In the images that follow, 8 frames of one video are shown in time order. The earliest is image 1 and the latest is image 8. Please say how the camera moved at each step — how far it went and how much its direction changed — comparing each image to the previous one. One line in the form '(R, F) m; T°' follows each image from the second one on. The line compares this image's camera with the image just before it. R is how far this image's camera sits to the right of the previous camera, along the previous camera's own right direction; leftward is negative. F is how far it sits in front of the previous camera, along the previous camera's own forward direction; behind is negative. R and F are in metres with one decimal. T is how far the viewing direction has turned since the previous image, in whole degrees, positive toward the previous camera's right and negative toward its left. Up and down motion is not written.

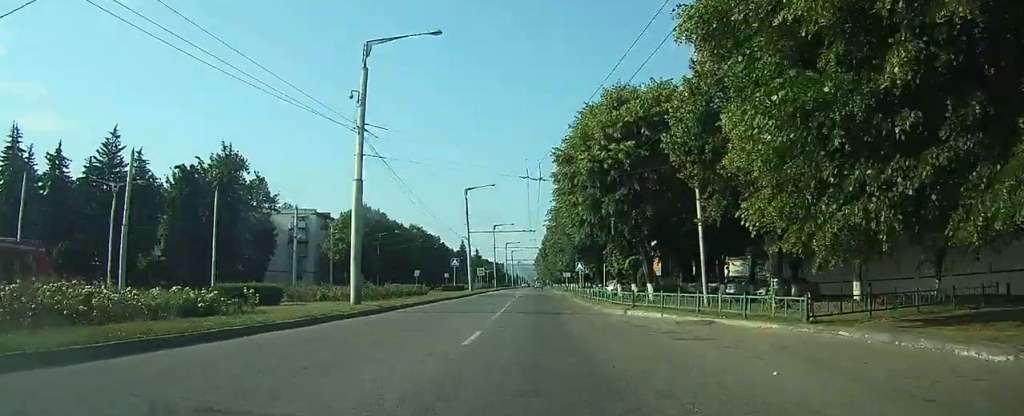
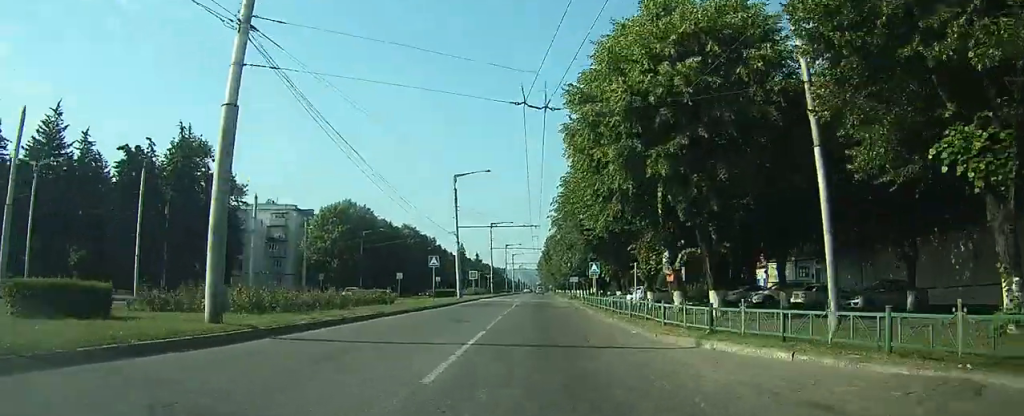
(+0.7, +7.2) m; -1°
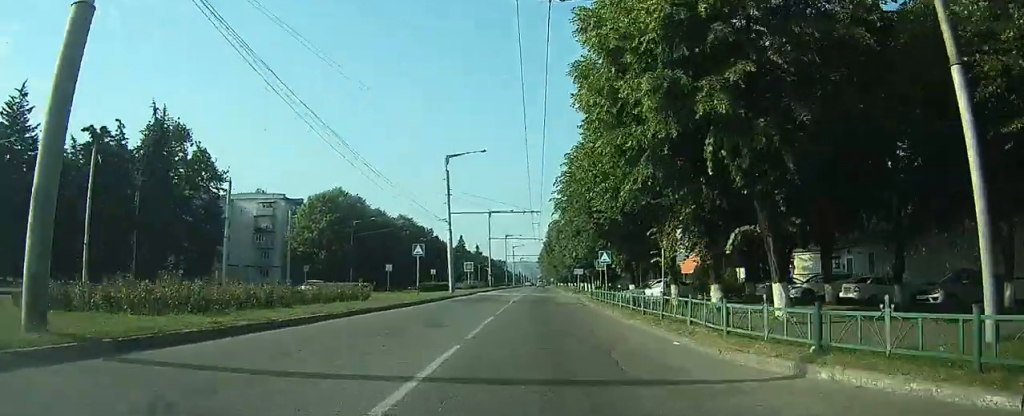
(-0.4, +5.2) m; -2°
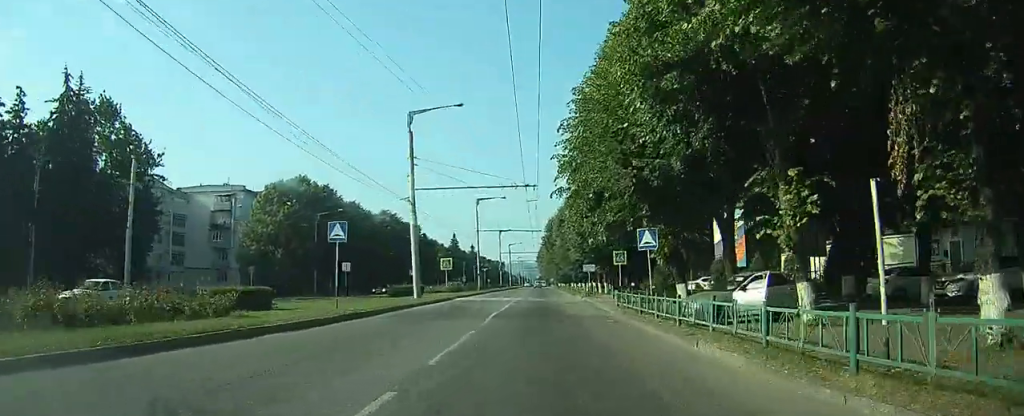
(-0.6, +15.1) m; -2°
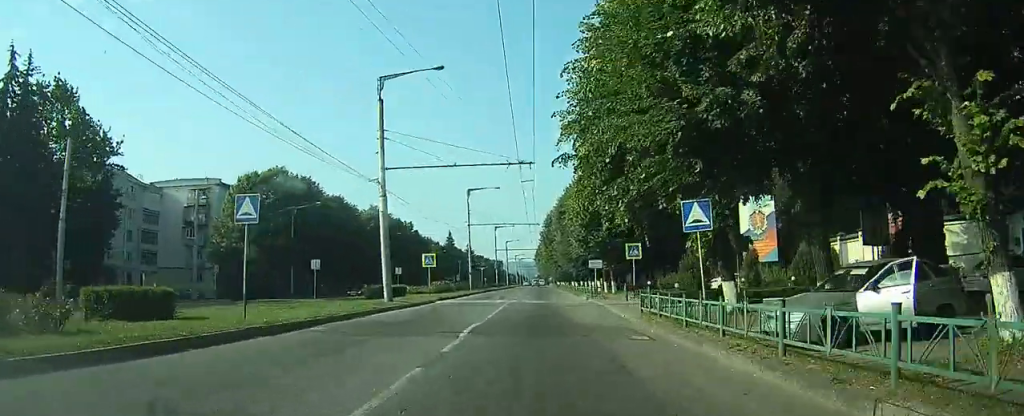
(0.0, +8.5) m; +1°
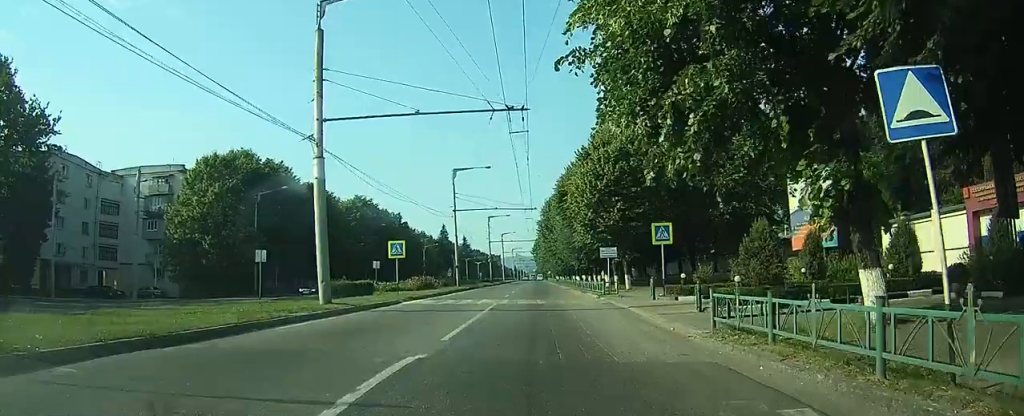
(+0.1, +12.0) m; +1°
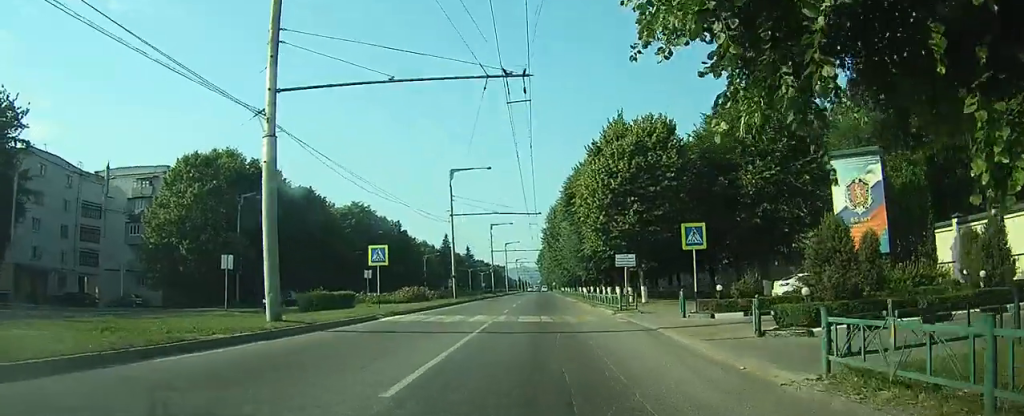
(+0.1, +6.8) m; +1°
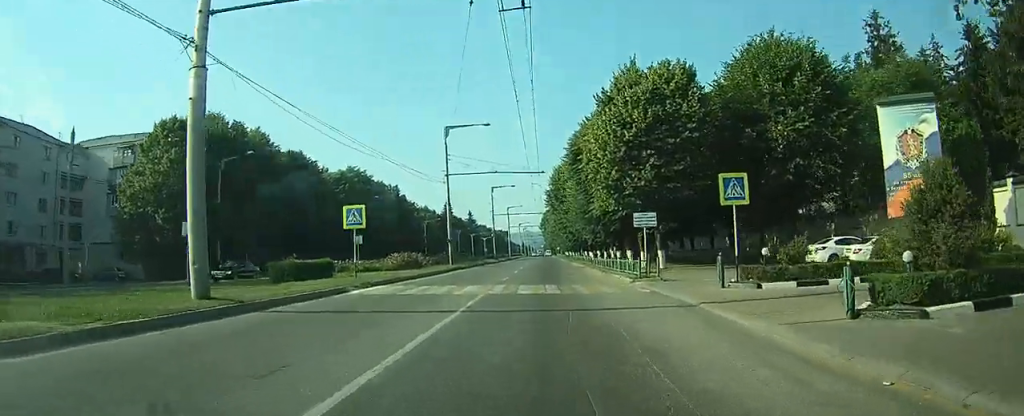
(0.0, +6.4) m; +1°
